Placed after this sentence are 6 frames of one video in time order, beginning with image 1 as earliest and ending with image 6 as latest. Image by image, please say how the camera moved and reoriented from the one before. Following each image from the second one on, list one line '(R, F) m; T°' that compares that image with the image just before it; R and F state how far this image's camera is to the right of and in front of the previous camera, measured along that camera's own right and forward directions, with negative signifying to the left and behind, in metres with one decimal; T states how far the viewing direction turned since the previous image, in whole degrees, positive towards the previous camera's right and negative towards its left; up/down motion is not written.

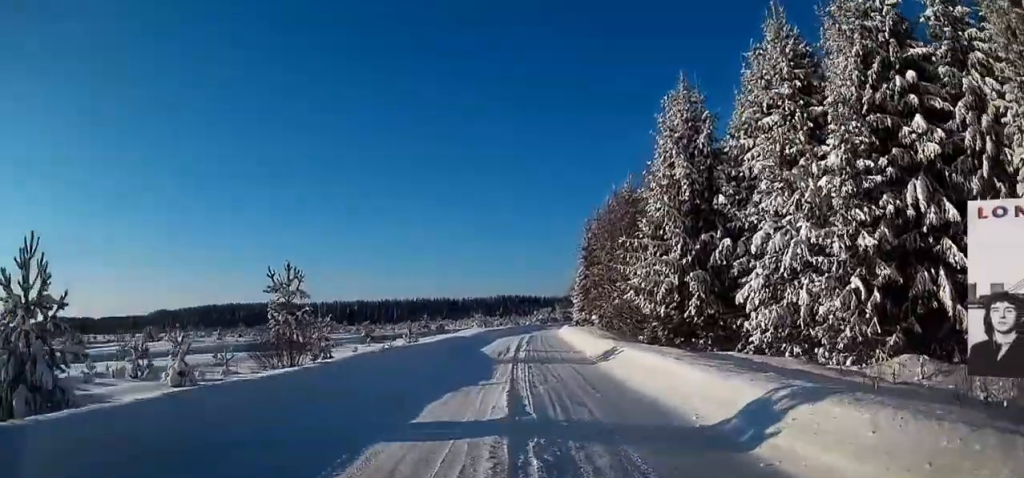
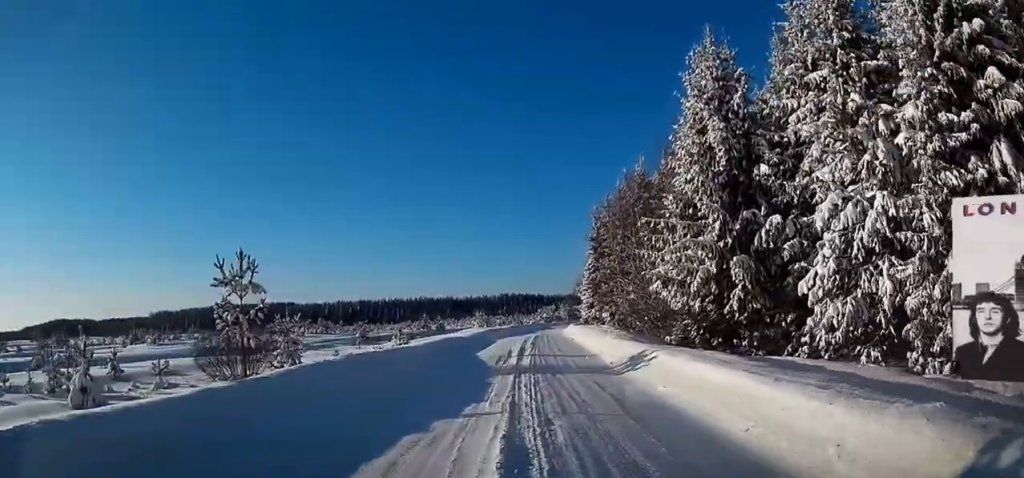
(0.0, +4.2) m; 0°
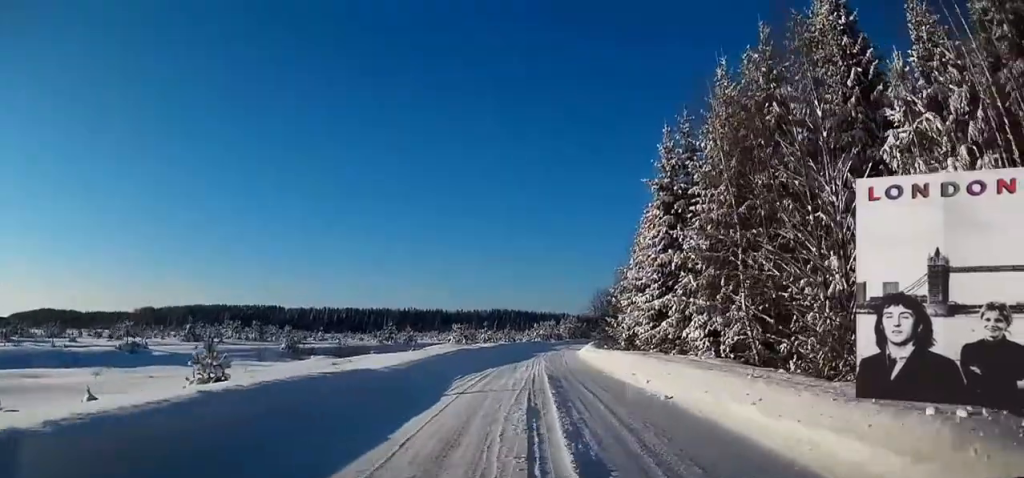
(-0.5, +22.5) m; 0°
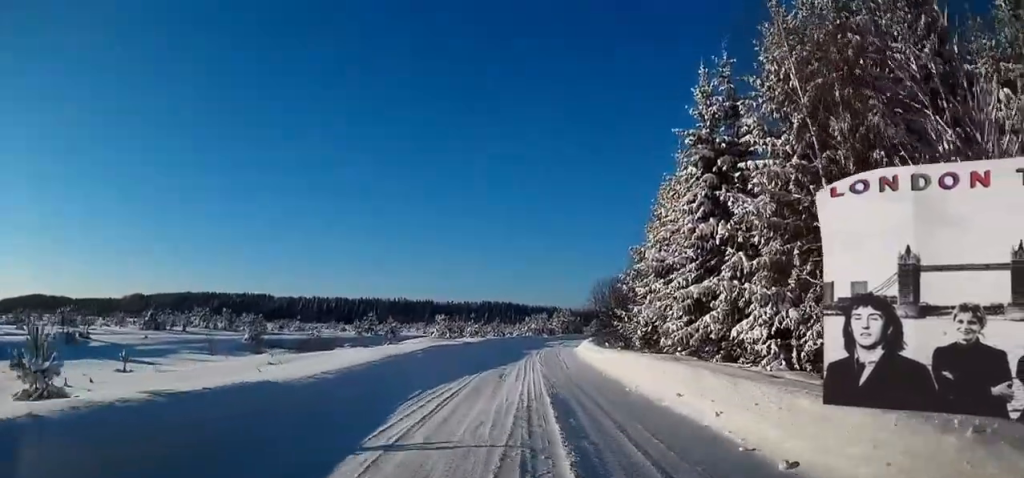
(-0.1, +6.3) m; +3°
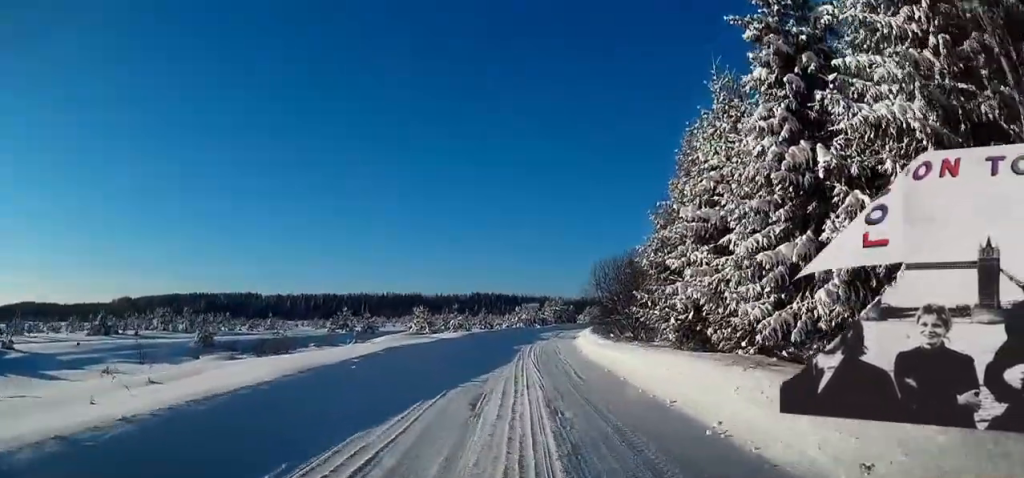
(+0.5, +7.4) m; +4°
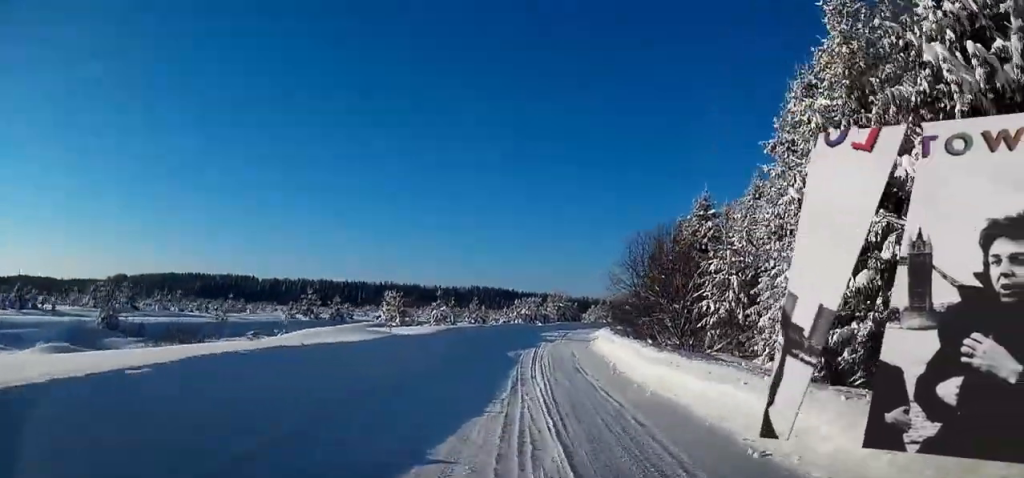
(+0.6, +12.3) m; -2°
